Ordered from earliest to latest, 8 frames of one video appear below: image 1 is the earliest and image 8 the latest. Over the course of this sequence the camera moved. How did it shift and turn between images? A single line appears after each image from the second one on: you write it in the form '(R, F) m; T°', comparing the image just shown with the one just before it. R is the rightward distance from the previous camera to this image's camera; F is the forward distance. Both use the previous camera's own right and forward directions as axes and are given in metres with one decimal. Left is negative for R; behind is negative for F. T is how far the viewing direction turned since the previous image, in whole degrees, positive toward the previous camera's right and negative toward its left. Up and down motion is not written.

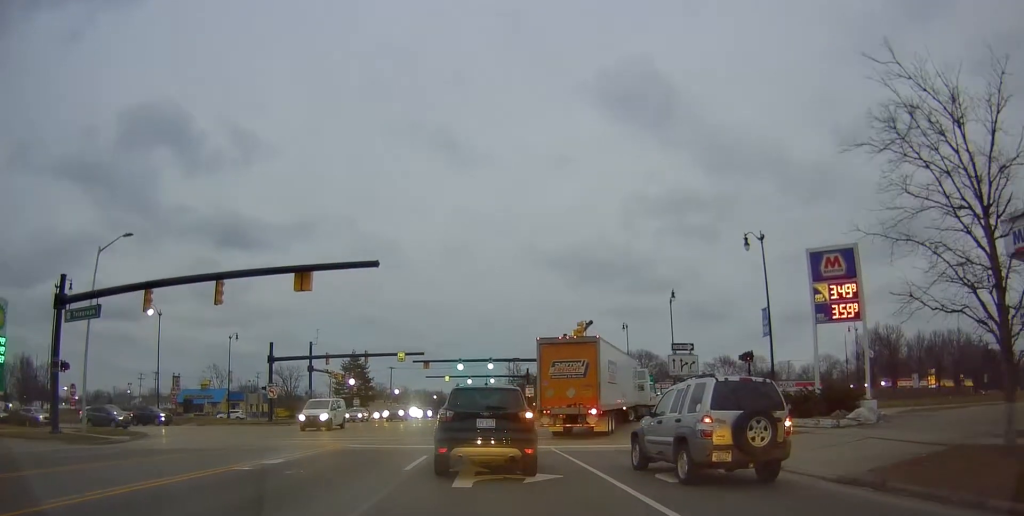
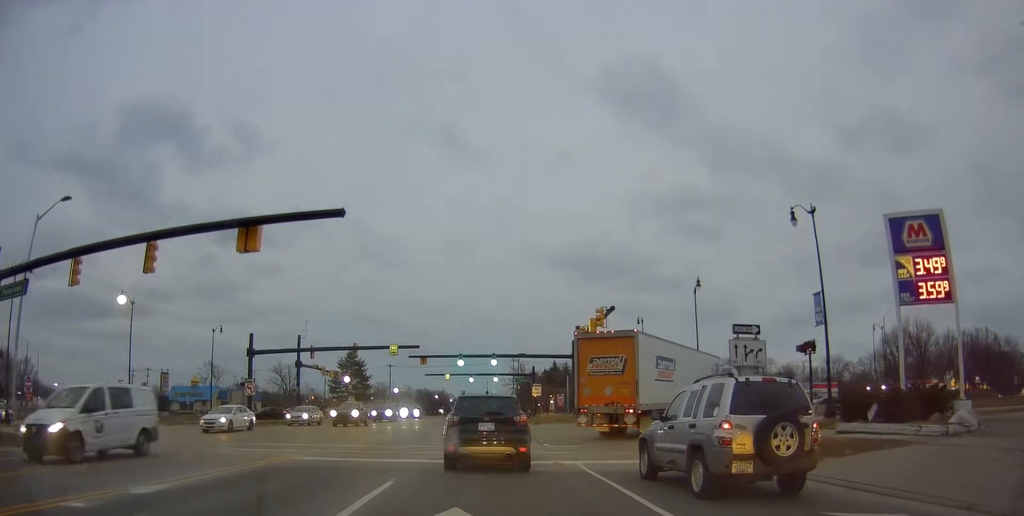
(-0.2, +6.0) m; -5°
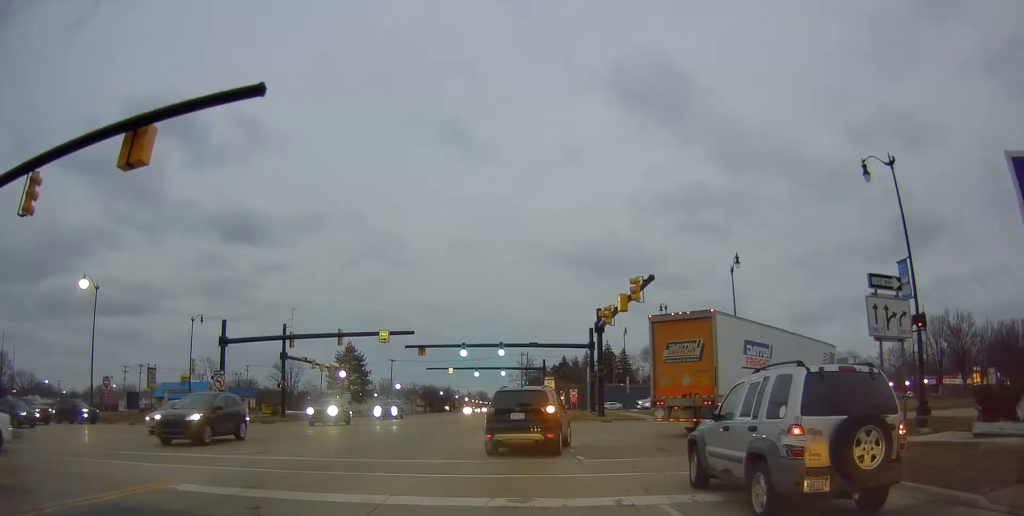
(-0.2, +6.5) m; -1°
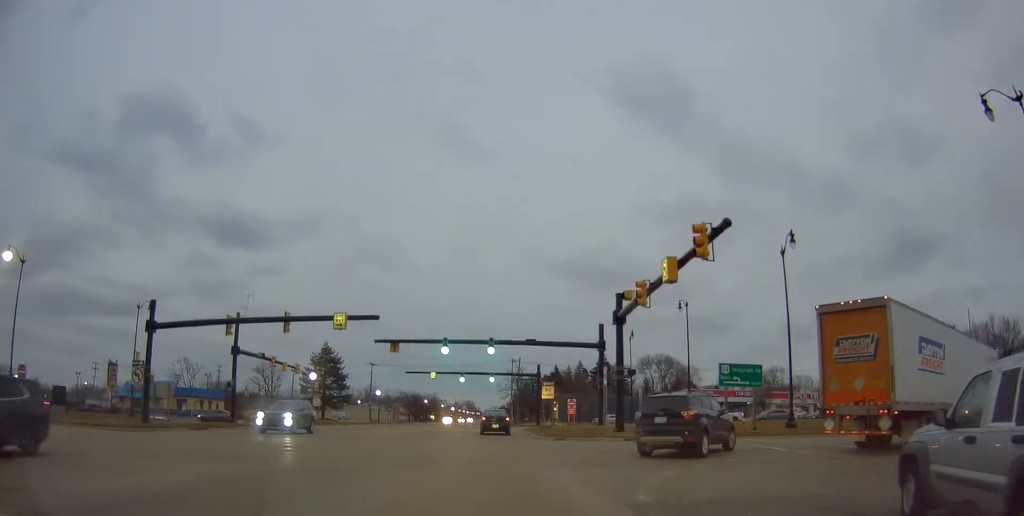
(+0.2, +8.8) m; +5°
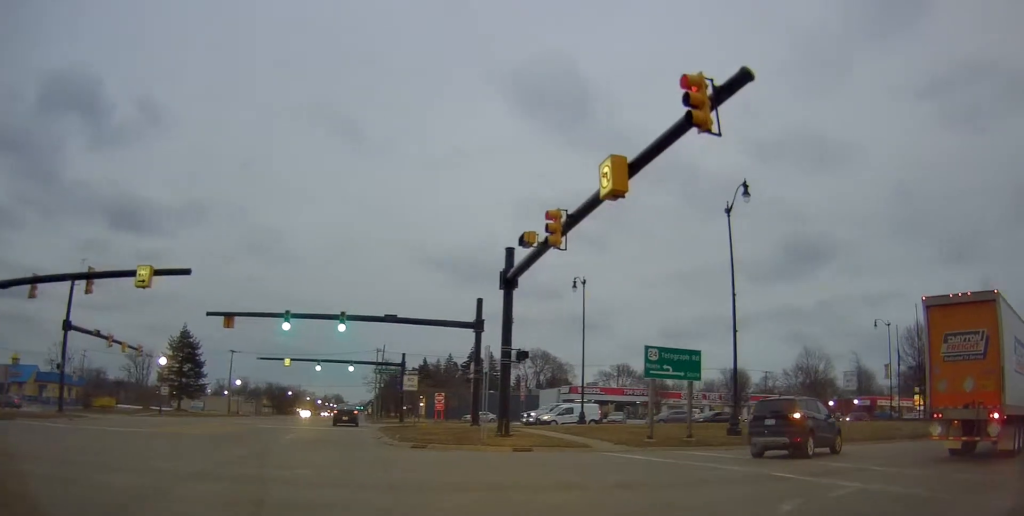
(+0.5, +8.3) m; +7°
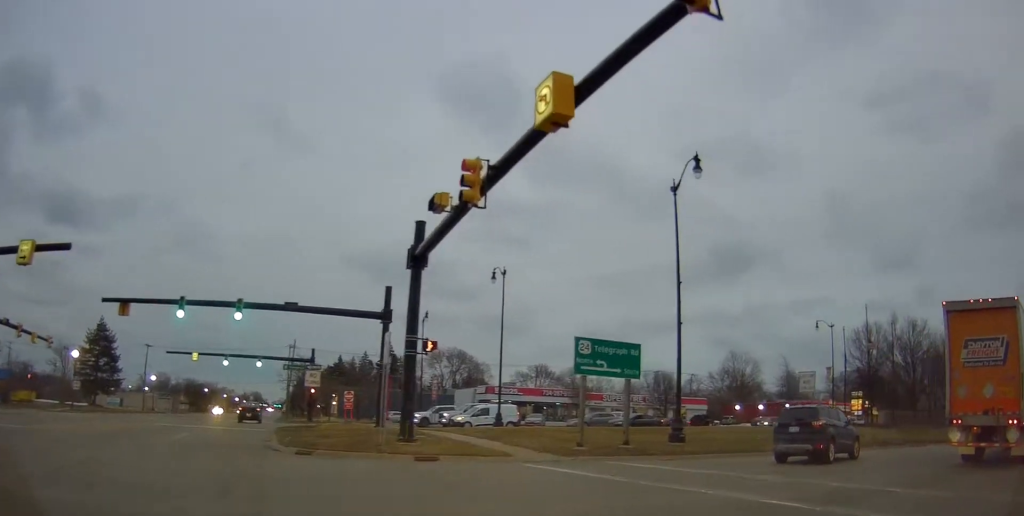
(-0.2, +3.5) m; +6°
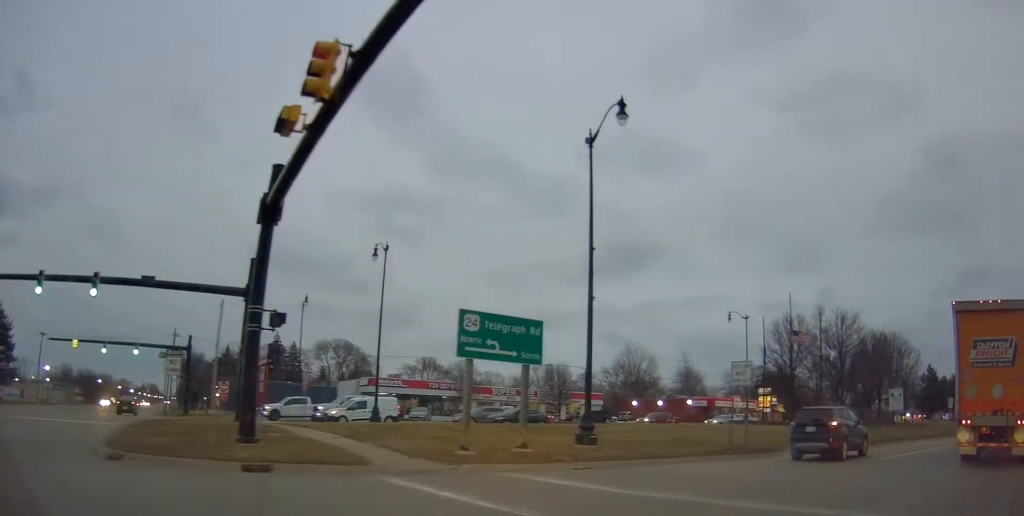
(+0.1, +4.2) m; +10°
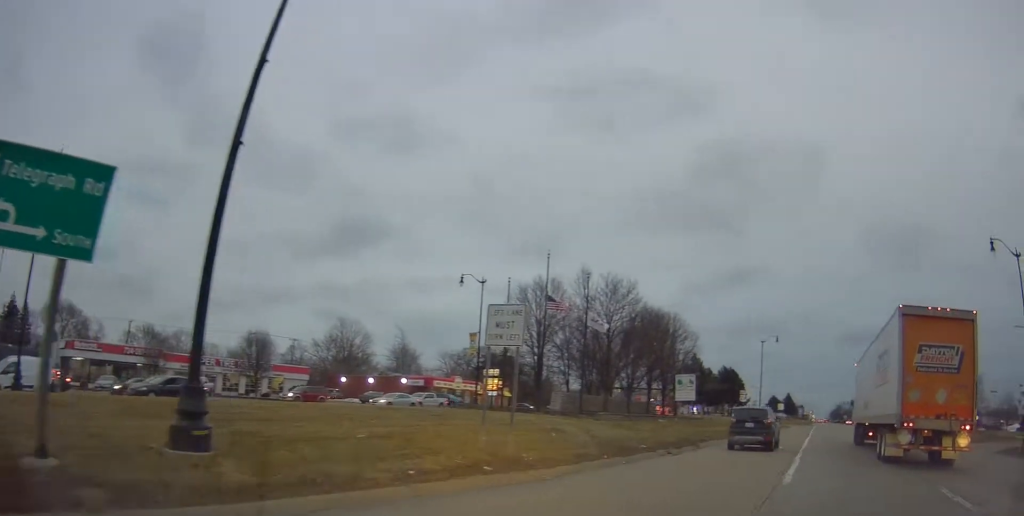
(+2.8, +9.4) m; +27°
